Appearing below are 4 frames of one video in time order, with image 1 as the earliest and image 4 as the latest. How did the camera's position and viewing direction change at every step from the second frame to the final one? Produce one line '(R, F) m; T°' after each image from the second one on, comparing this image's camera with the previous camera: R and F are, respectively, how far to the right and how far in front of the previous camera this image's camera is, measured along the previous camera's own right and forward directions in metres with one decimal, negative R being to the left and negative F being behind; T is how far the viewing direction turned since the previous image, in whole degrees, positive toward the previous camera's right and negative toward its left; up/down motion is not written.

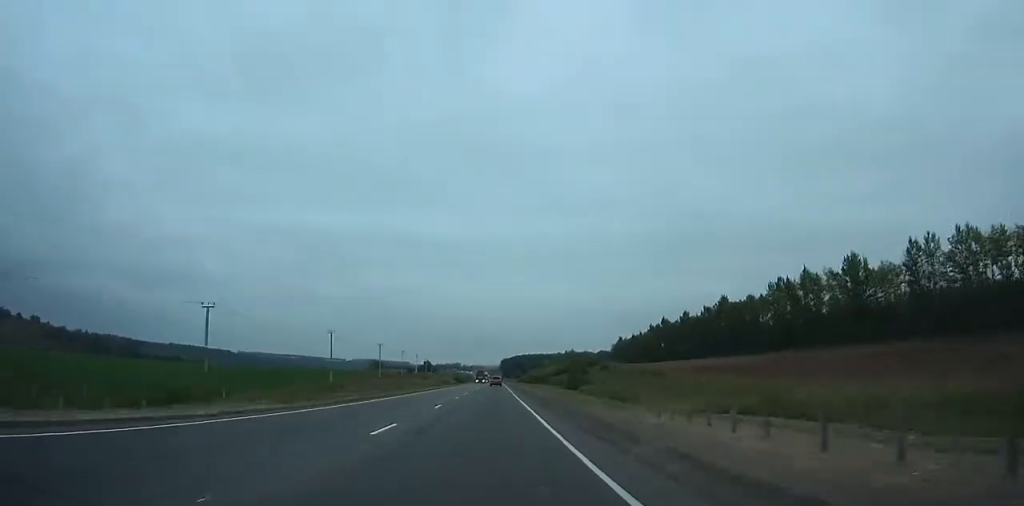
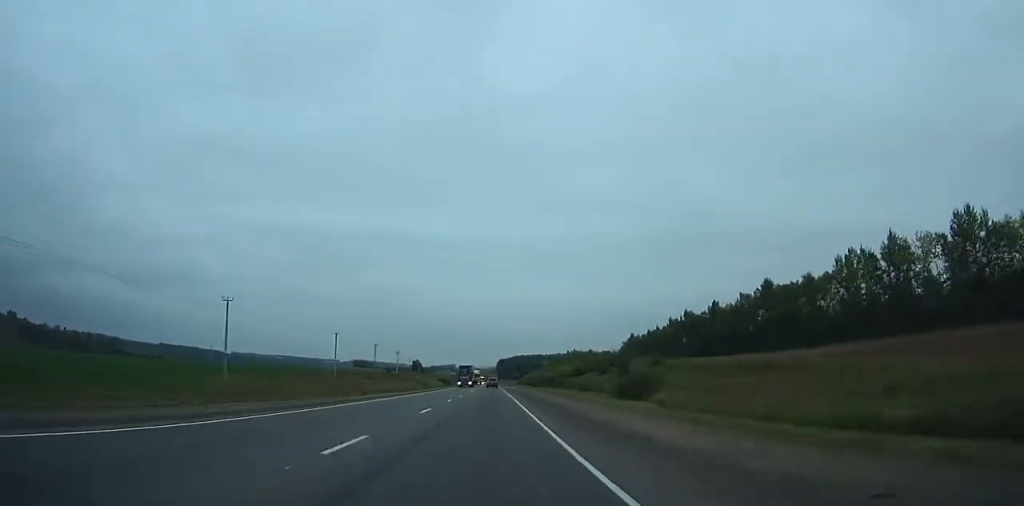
(+0.3, +38.6) m; 0°
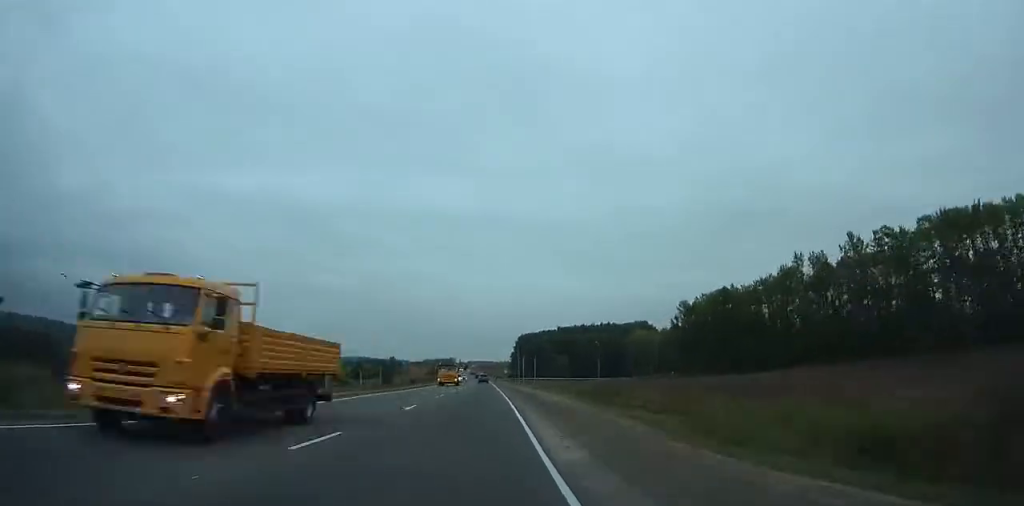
(+0.4, +352.7) m; -1°
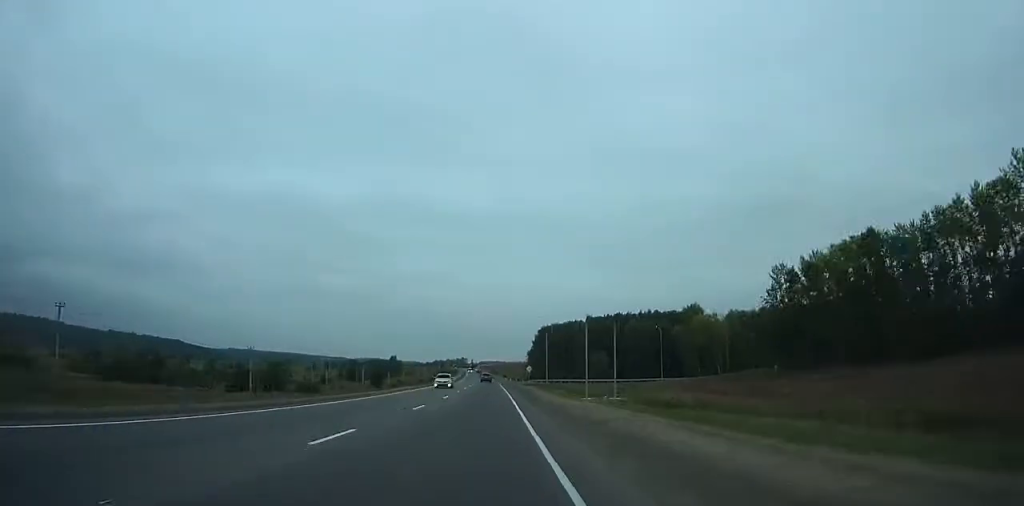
(-0.3, +57.2) m; -1°
